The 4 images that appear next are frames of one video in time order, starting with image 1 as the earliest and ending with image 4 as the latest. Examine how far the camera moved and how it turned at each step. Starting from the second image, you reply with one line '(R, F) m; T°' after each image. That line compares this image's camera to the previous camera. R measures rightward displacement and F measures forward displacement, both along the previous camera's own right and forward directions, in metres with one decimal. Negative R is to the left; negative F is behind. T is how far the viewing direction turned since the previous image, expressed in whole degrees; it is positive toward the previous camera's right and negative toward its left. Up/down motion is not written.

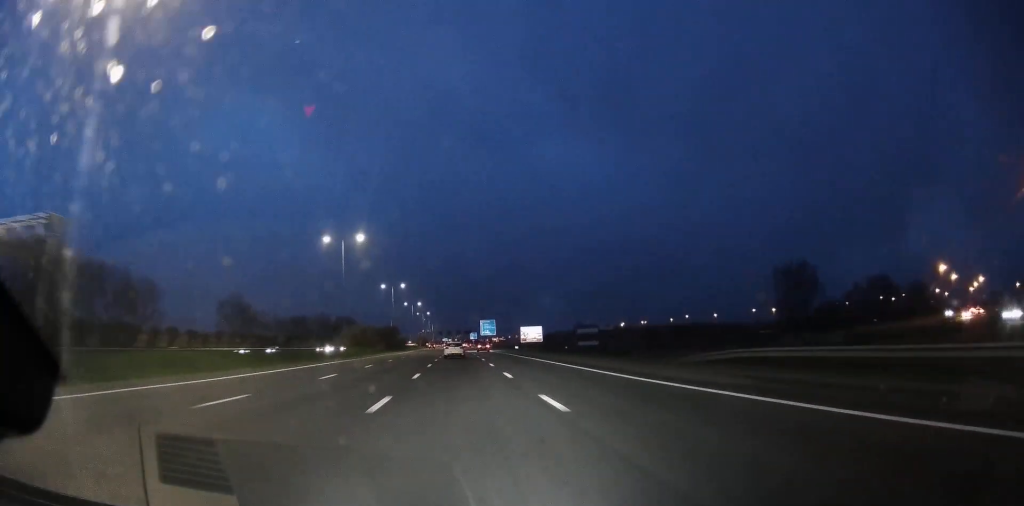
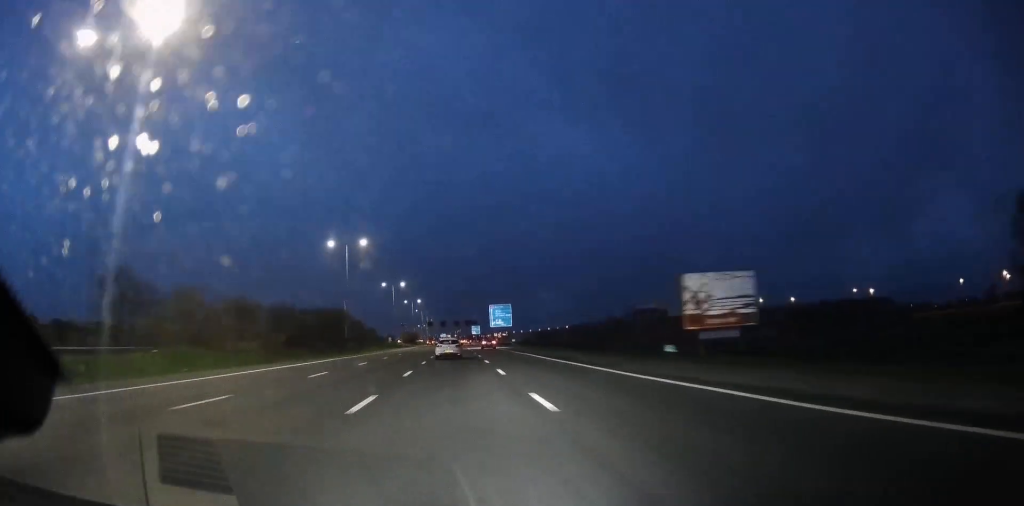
(+0.5, +84.2) m; 0°
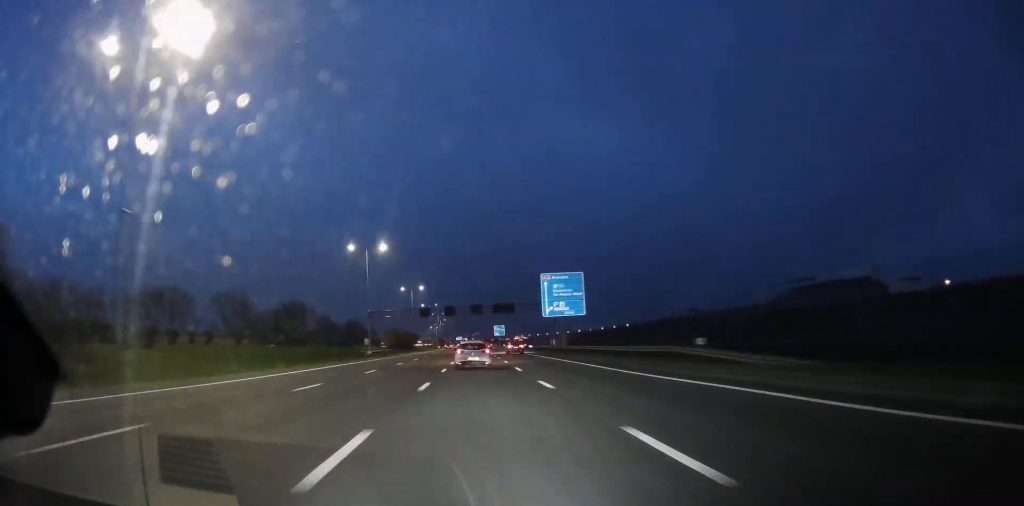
(-0.6, +90.9) m; -1°
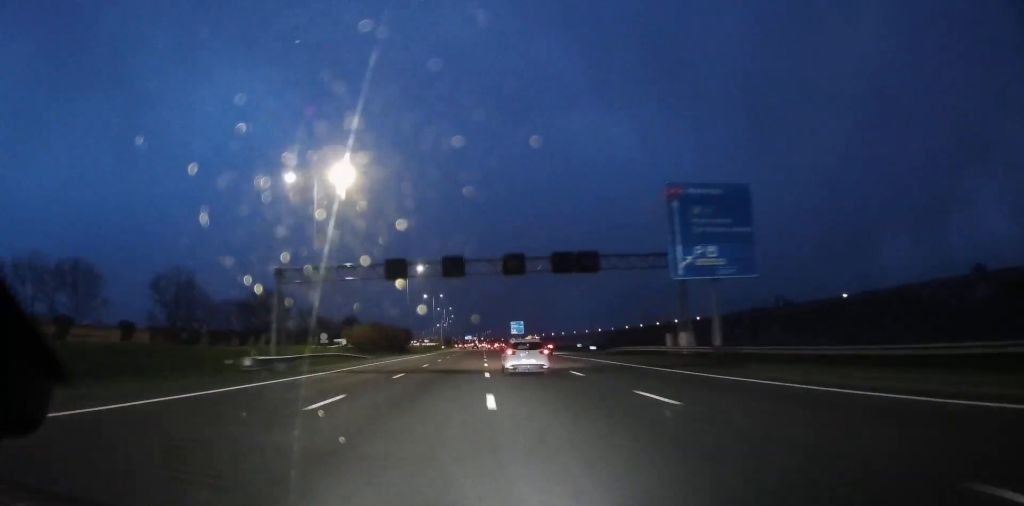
(+0.2, +52.8) m; 0°
